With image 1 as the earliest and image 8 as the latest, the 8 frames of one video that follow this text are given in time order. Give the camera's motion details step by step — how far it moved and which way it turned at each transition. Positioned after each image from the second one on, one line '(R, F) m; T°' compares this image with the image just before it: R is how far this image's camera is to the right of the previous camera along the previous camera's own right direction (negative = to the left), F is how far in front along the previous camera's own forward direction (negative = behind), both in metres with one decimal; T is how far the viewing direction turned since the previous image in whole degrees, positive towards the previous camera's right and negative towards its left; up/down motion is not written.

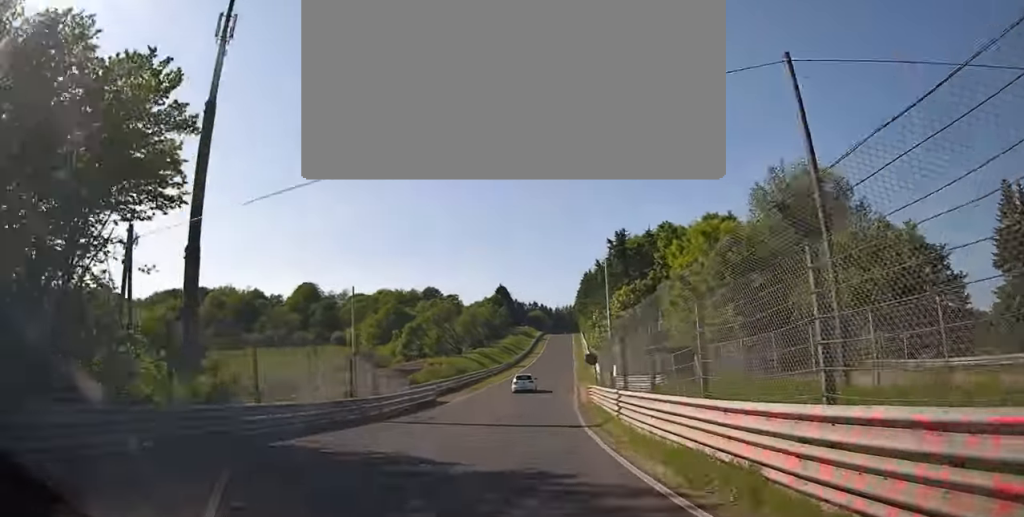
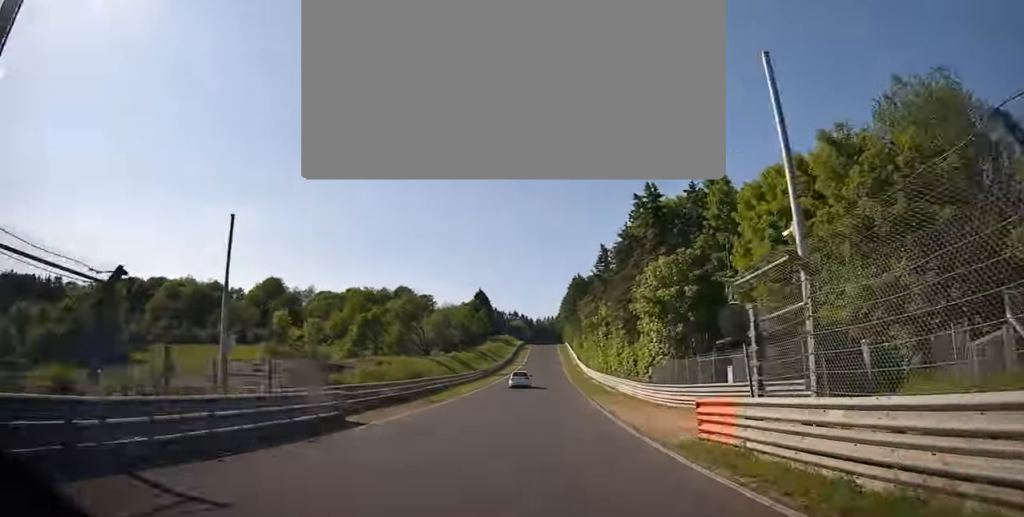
(+0.1, +18.2) m; +2°
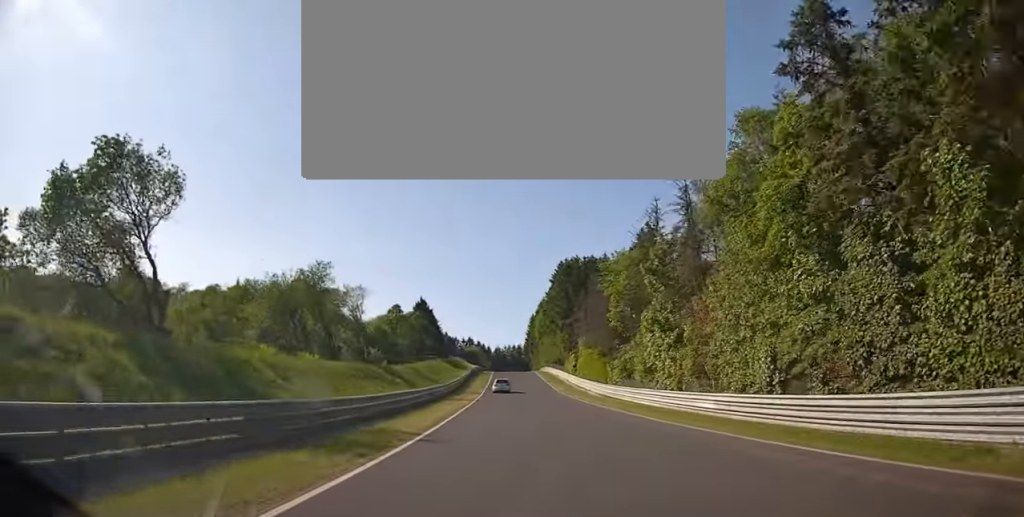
(+2.6, +62.7) m; +4°
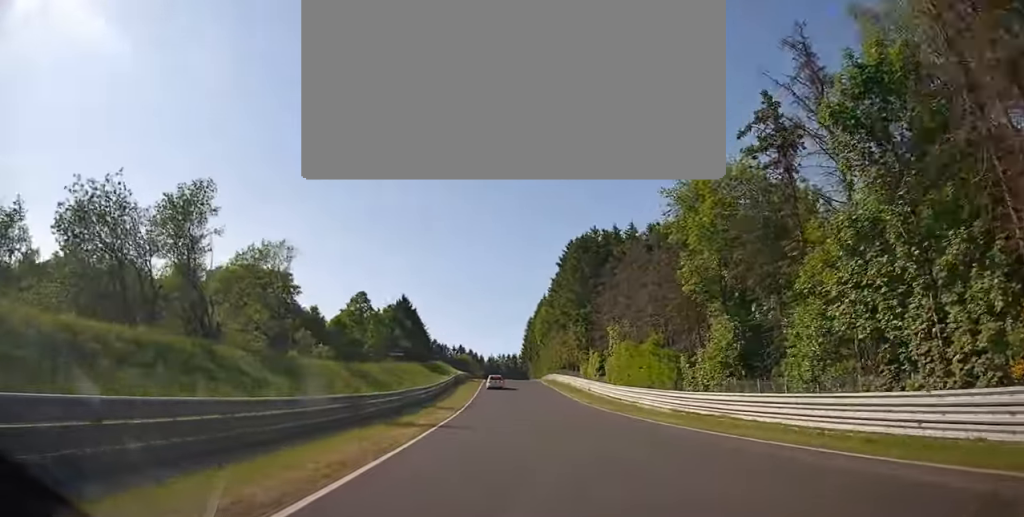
(+0.2, +23.0) m; +1°
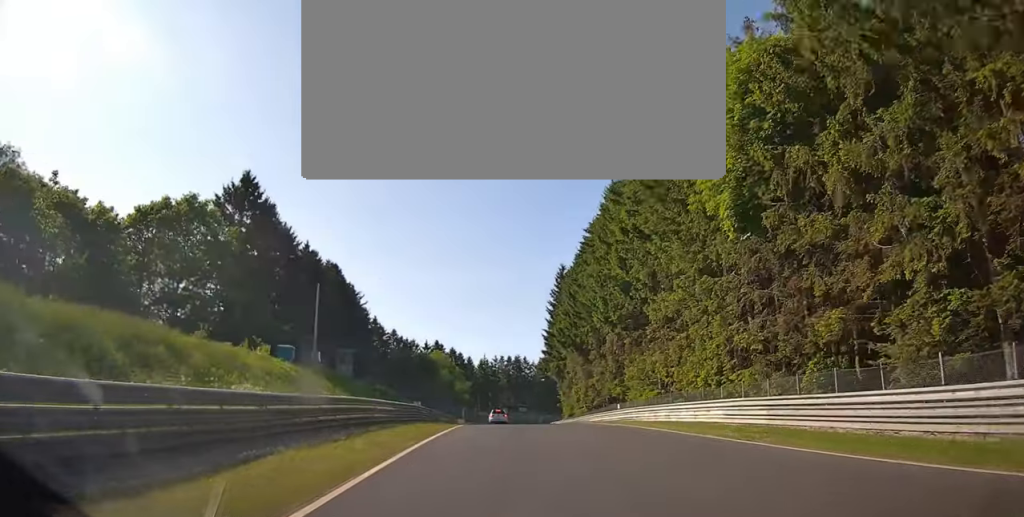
(+0.8, +95.2) m; 0°
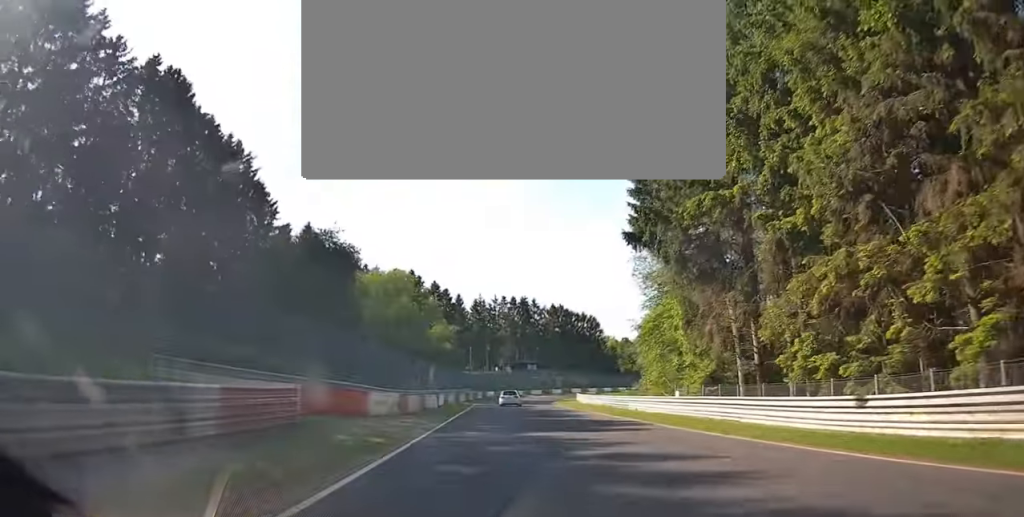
(+0.3, +54.3) m; +3°
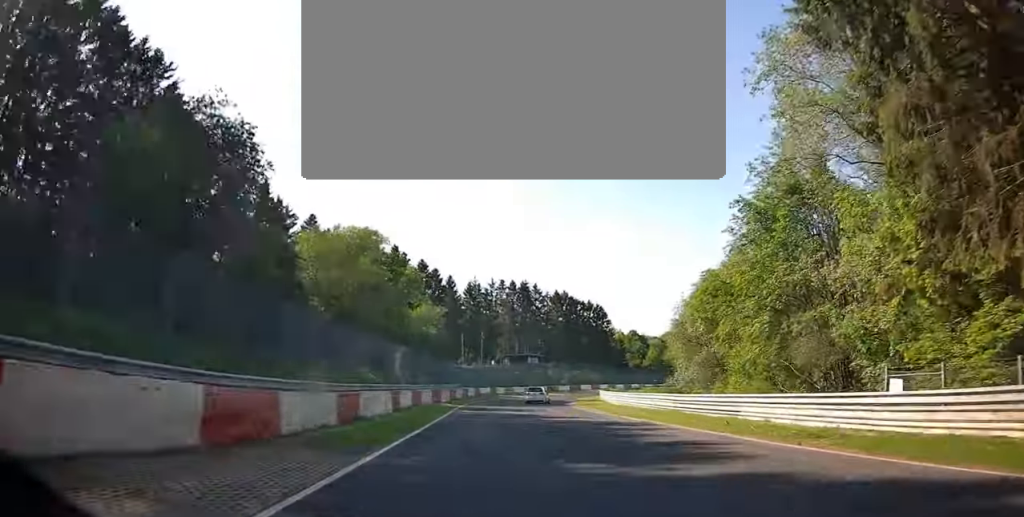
(+0.2, +18.2) m; +3°
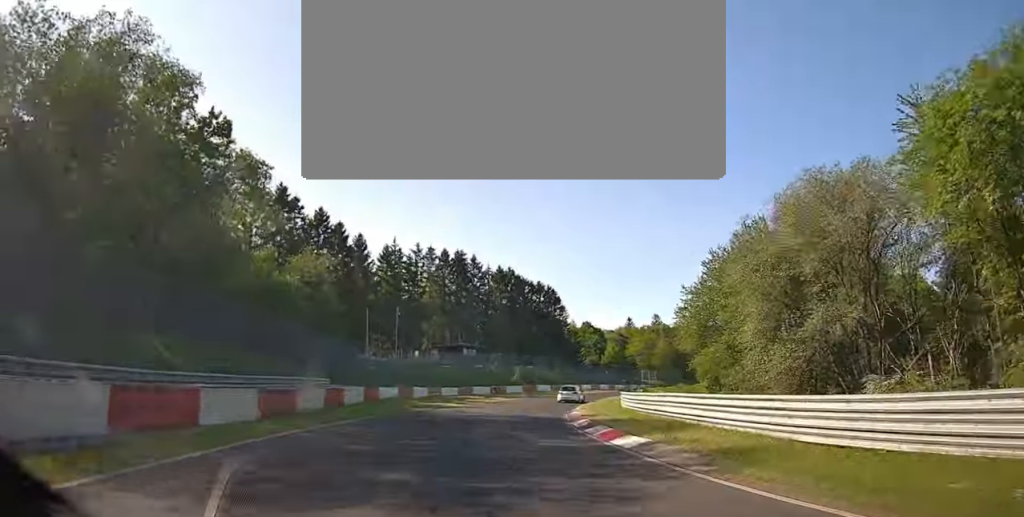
(+1.5, +32.1) m; +7°
